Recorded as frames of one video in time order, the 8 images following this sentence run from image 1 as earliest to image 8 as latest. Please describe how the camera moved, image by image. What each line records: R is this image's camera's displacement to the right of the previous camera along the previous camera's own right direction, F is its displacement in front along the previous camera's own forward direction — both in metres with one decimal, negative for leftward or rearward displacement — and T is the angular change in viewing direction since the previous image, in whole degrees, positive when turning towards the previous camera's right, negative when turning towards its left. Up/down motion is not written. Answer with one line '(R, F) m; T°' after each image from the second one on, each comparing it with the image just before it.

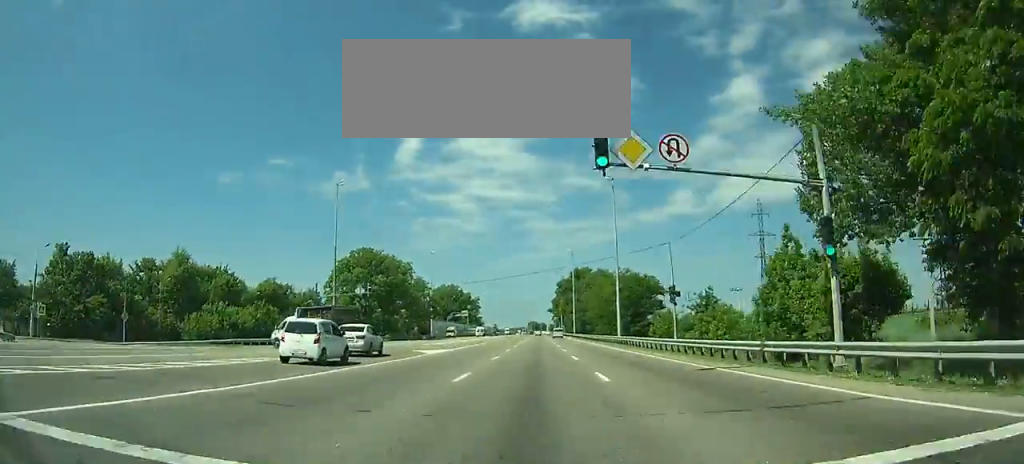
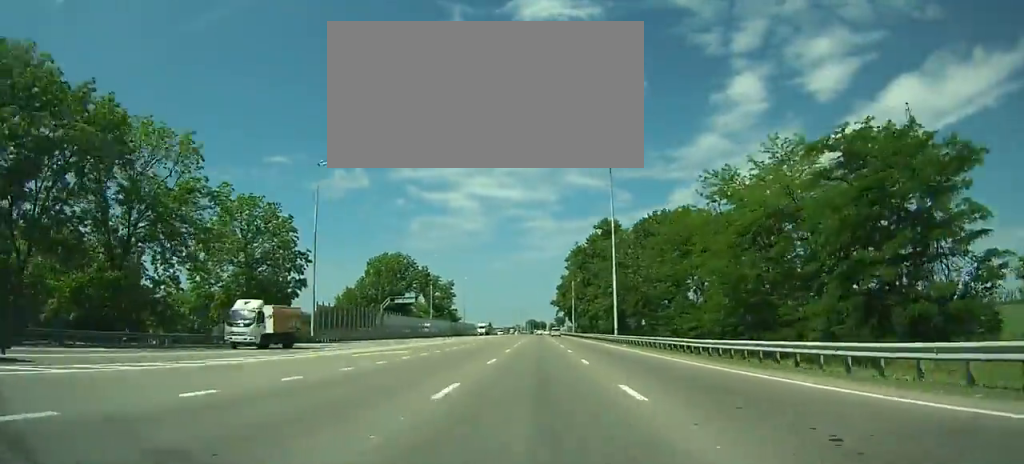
(-0.4, +77.6) m; 0°
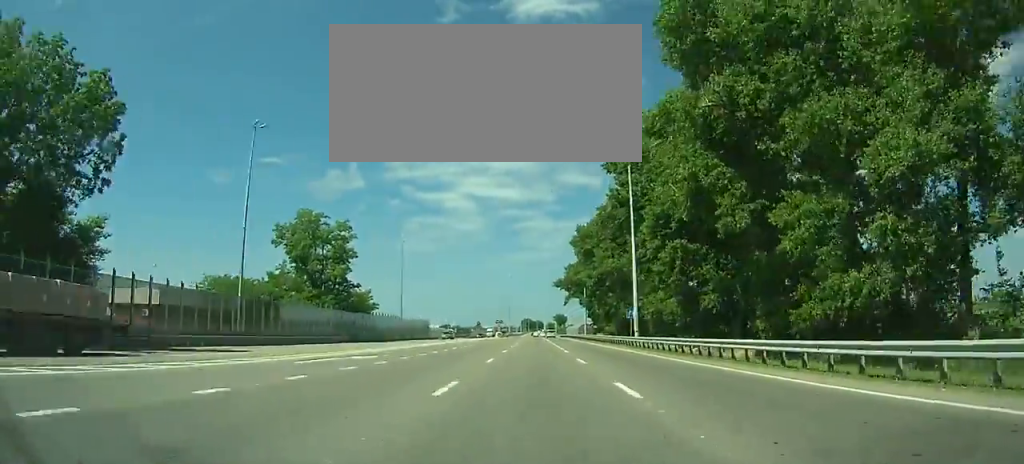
(+0.6, +96.6) m; 0°
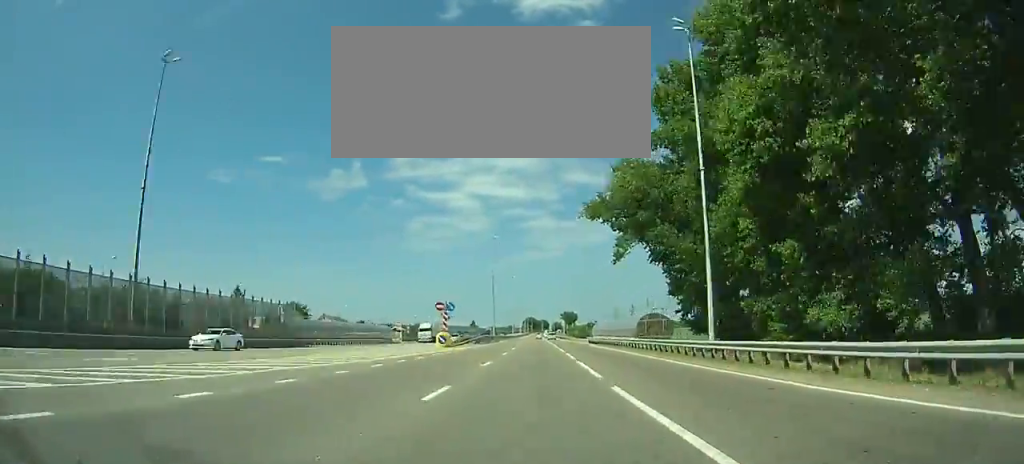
(0.0, +82.5) m; 0°
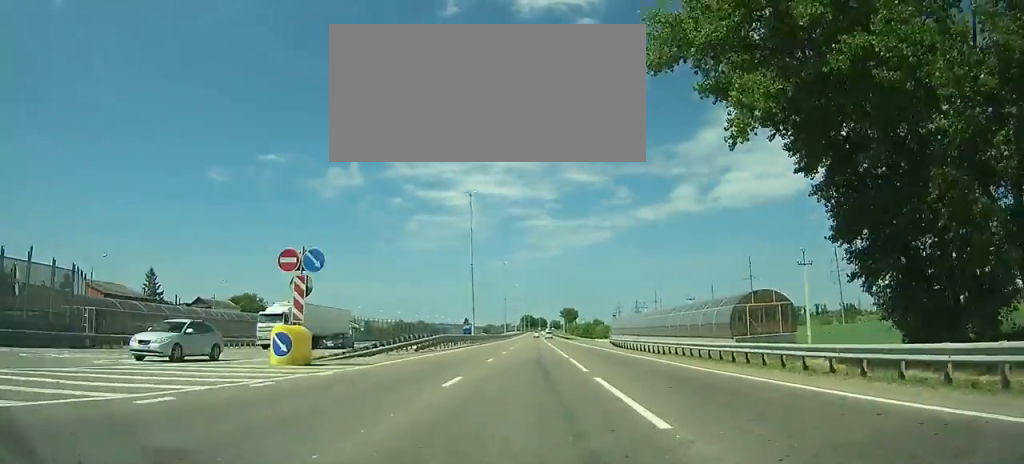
(-0.1, +32.3) m; 0°
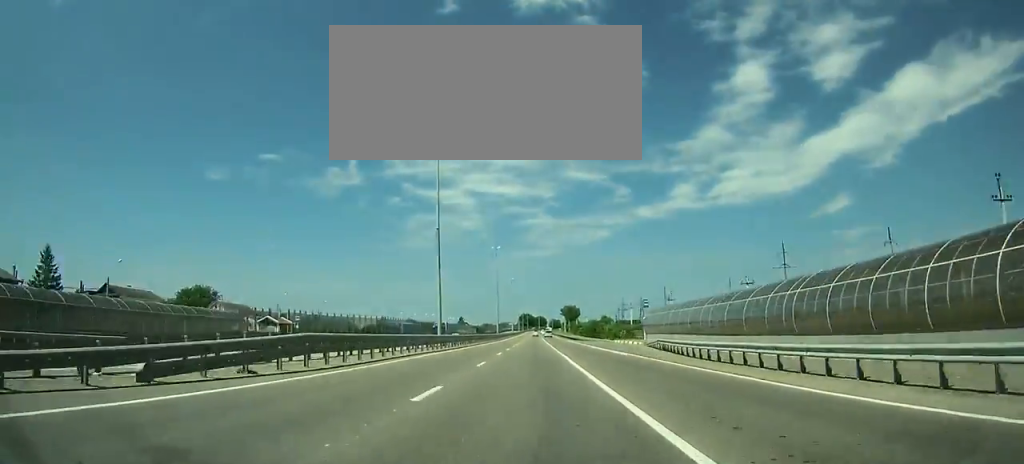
(-0.1, +26.2) m; 0°
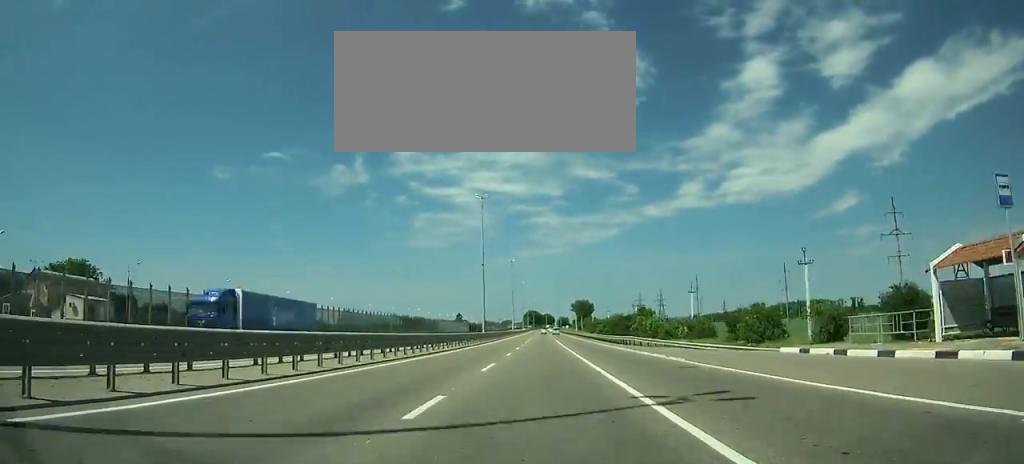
(+0.1, +51.9) m; 0°
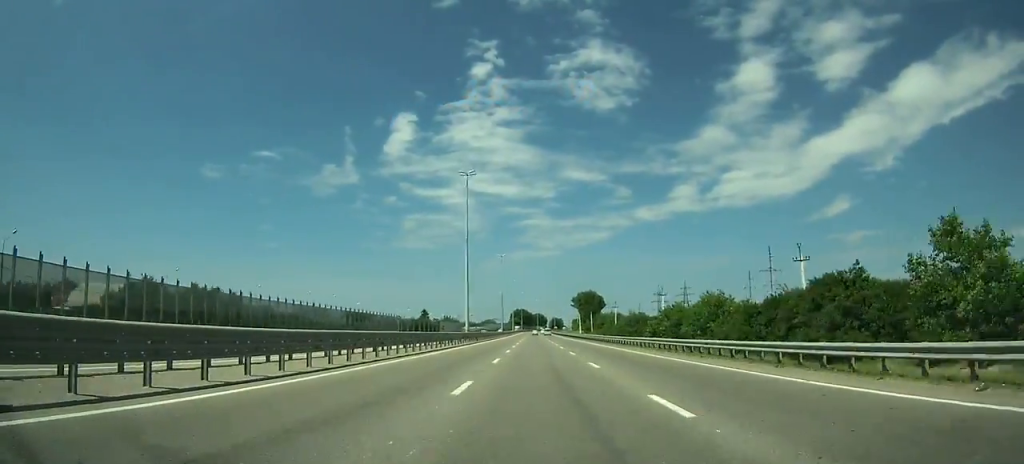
(+0.2, +94.5) m; 0°
